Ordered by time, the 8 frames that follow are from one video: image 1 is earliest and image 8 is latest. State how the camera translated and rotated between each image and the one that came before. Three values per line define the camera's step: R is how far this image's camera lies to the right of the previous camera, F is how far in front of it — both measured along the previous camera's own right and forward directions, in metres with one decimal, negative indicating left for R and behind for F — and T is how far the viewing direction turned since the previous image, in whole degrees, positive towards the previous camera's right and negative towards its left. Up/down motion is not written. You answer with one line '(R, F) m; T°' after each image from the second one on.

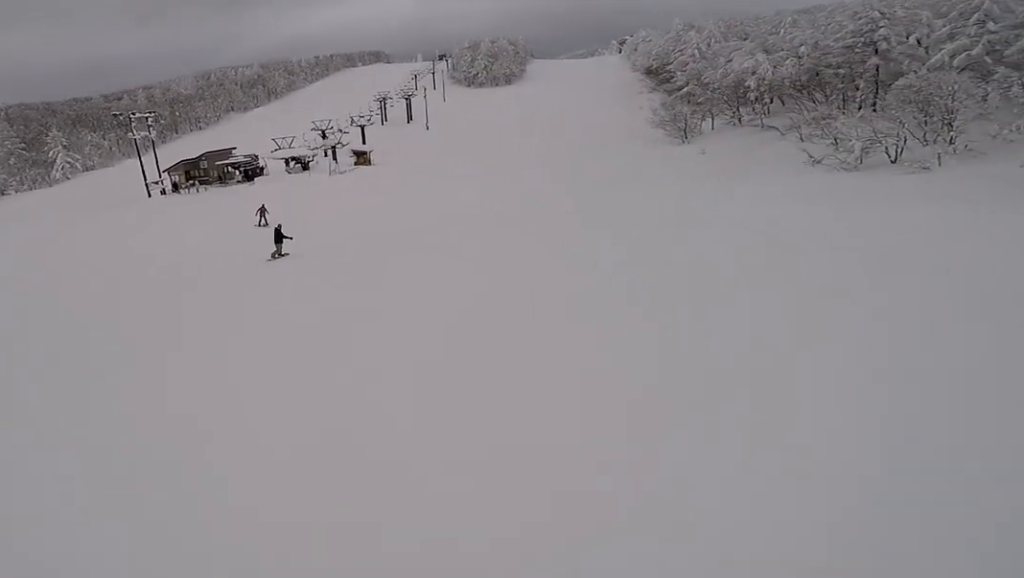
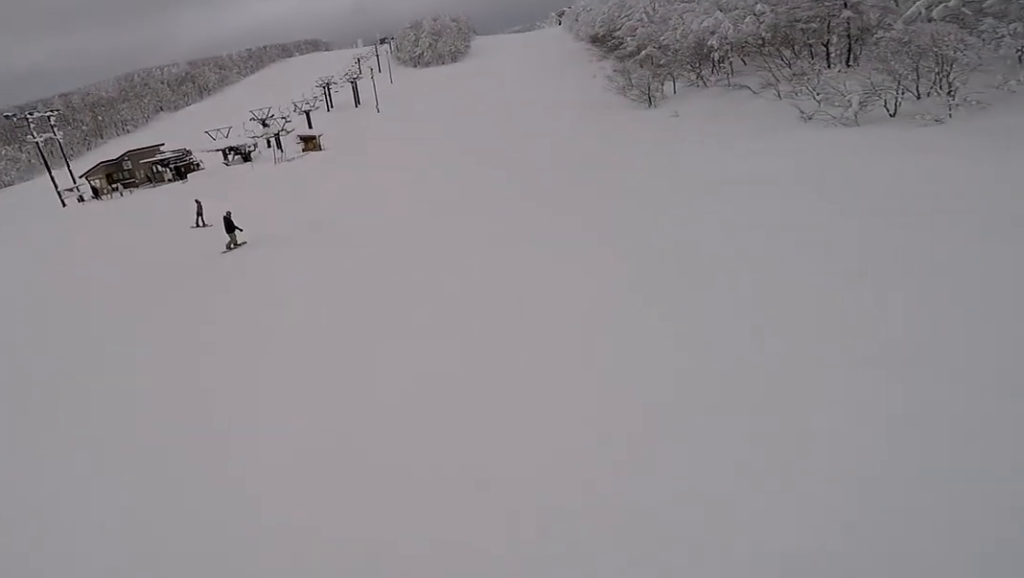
(+0.4, +5.4) m; -3°
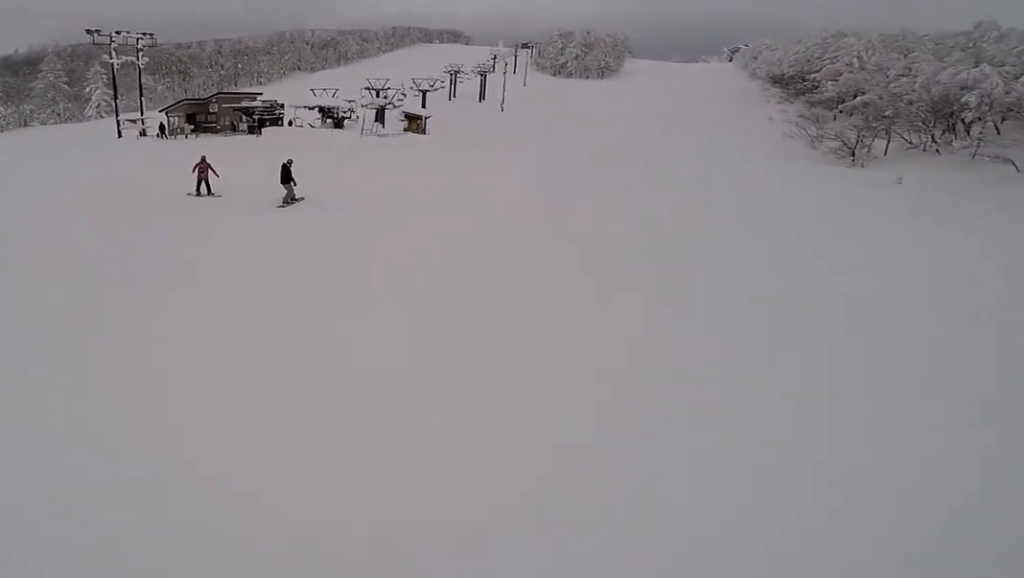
(-0.9, +9.9) m; -16°
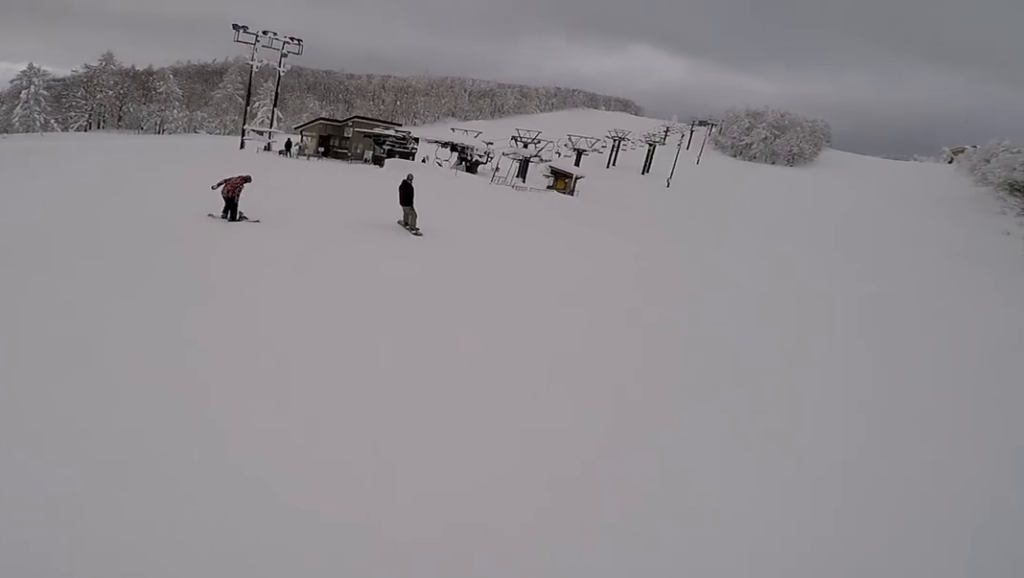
(-0.6, +5.6) m; -8°
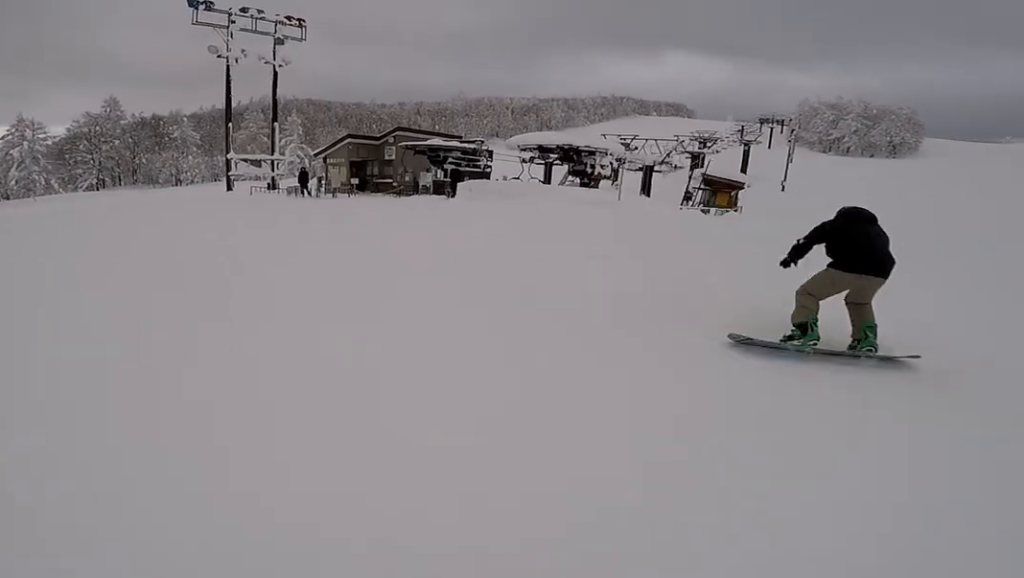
(-1.5, +11.3) m; -16°
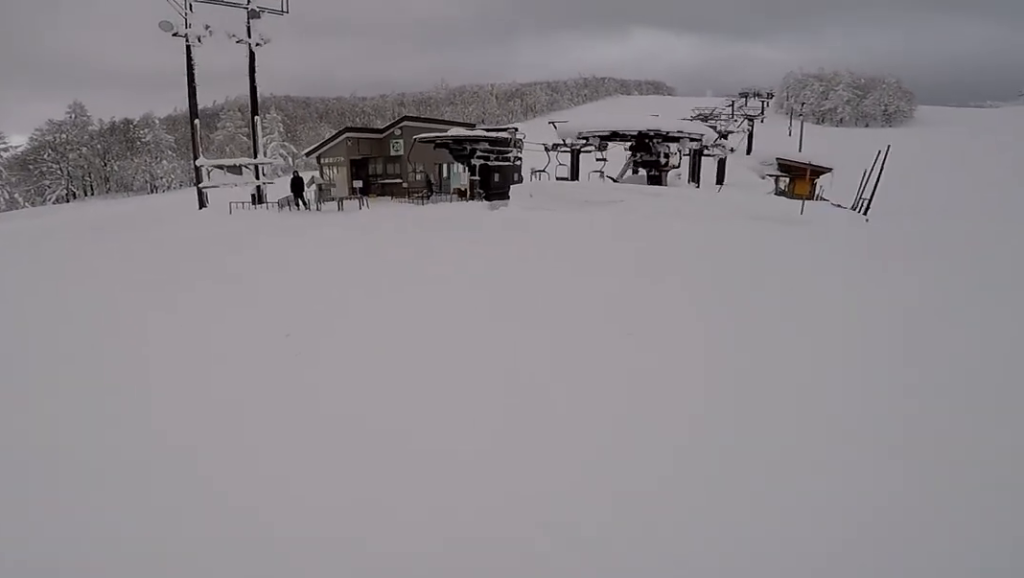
(-0.5, +4.7) m; 0°
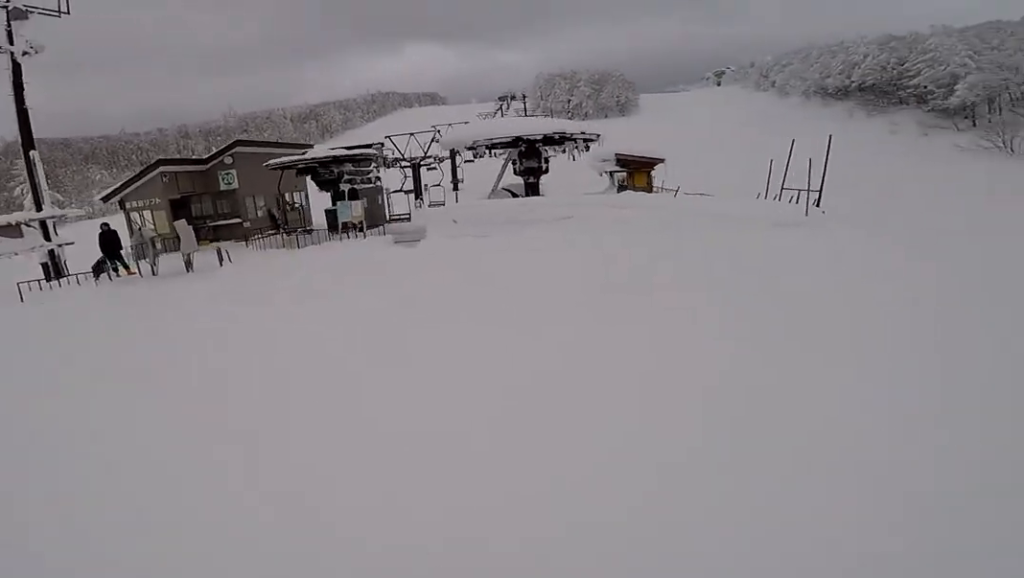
(+0.5, +4.0) m; +9°
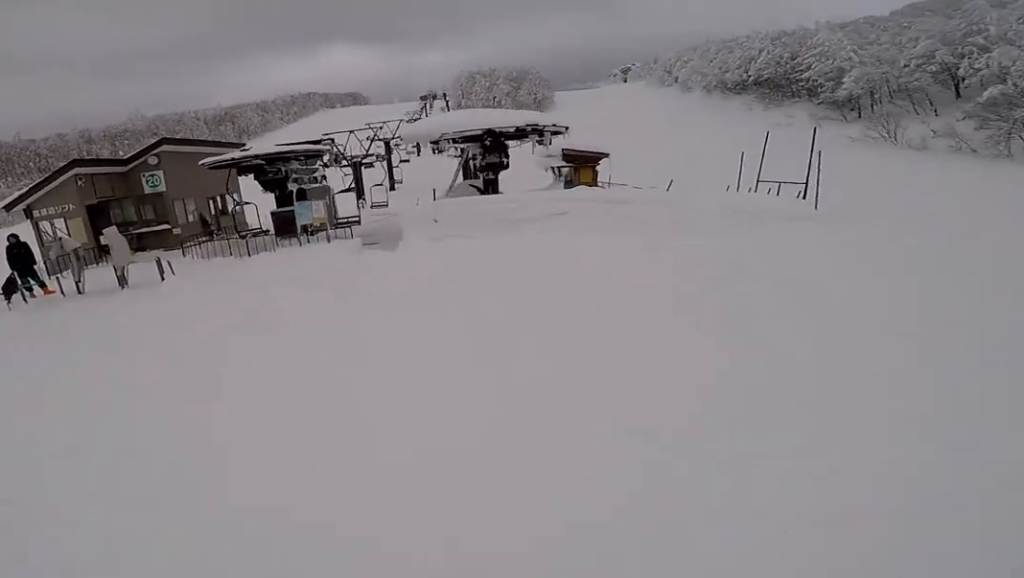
(+0.1, +1.7) m; +2°
